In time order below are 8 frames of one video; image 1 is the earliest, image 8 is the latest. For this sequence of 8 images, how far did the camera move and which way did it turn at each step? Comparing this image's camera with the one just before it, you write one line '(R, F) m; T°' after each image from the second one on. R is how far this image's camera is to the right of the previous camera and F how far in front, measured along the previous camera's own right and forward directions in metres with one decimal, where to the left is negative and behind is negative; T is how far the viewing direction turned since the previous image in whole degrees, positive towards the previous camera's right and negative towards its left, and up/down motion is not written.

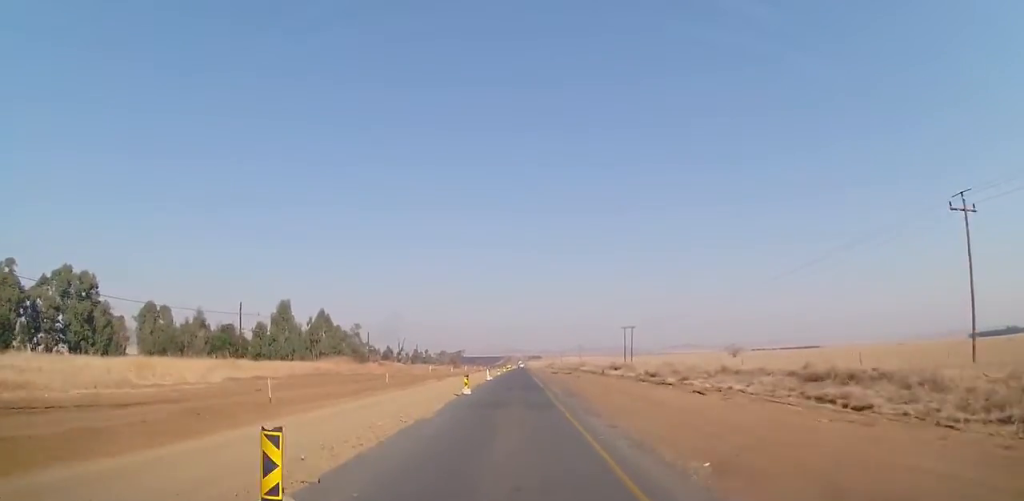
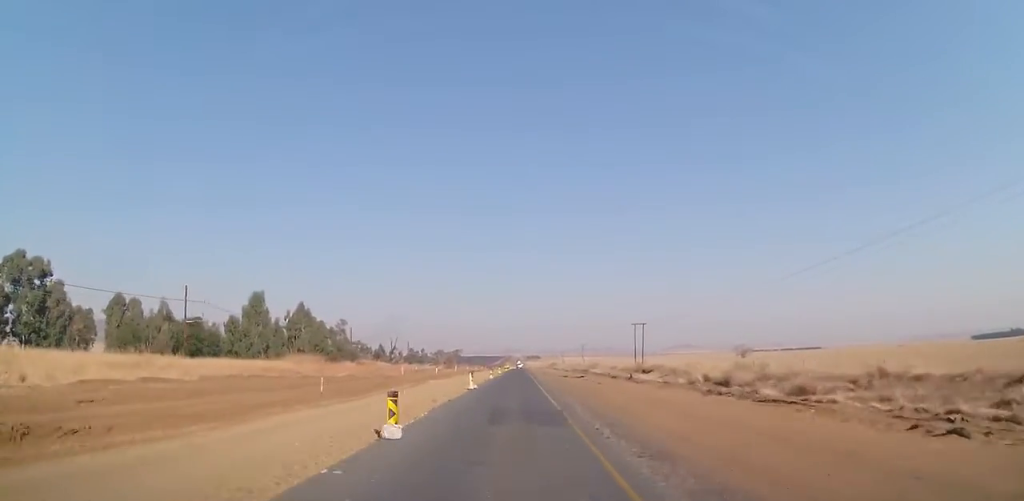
(0.0, +13.8) m; 0°
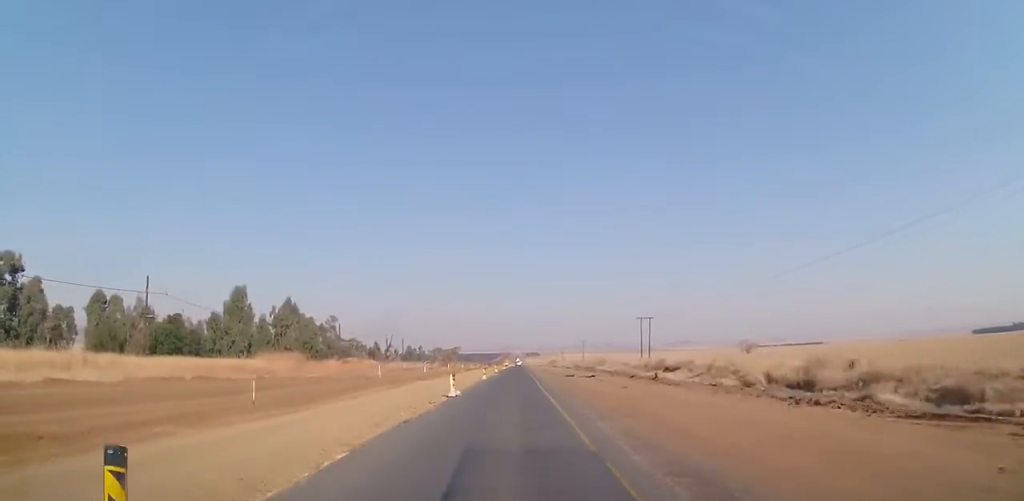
(0.0, +7.5) m; 0°
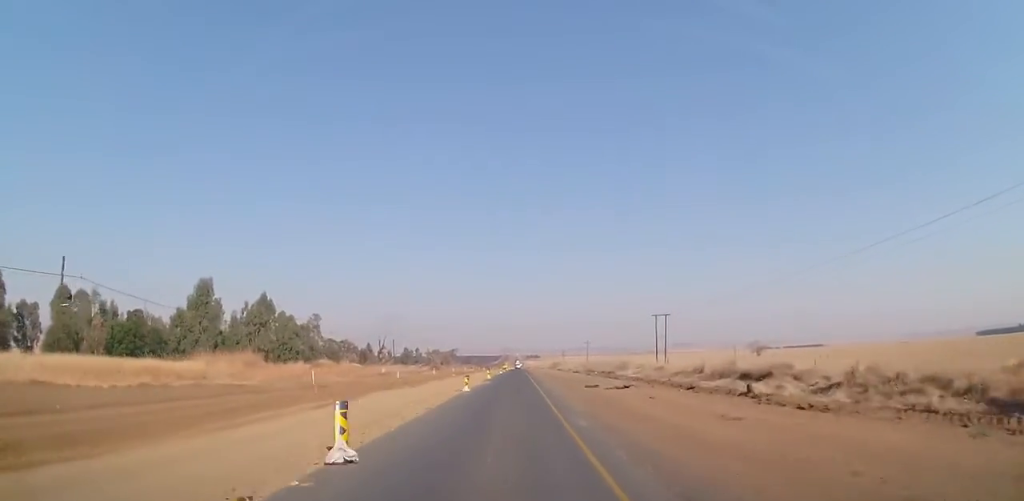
(-0.1, +13.2) m; 0°
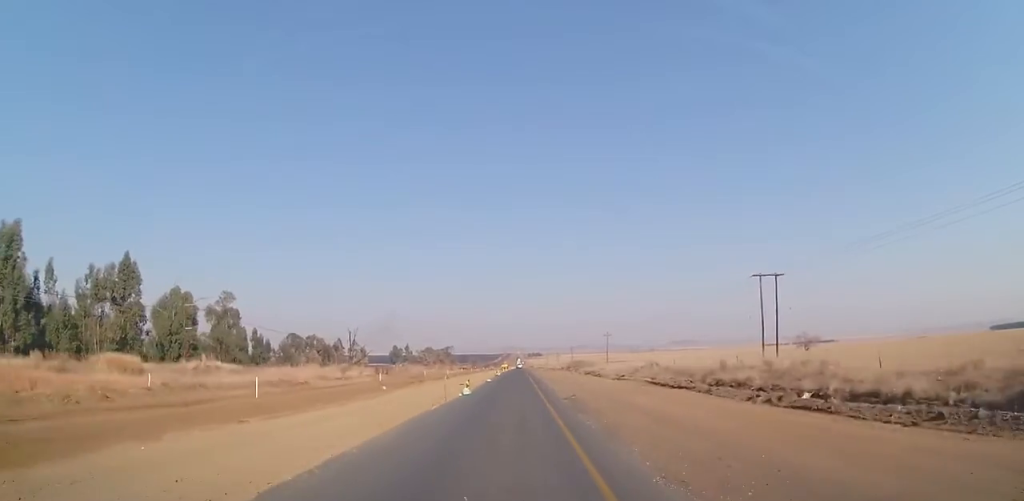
(+0.5, +46.6) m; +1°
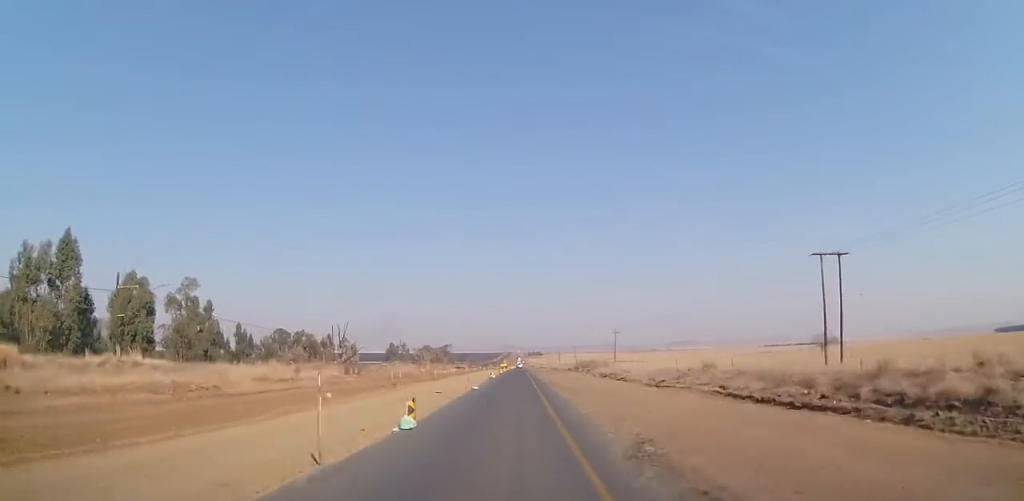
(+0.1, +12.8) m; 0°
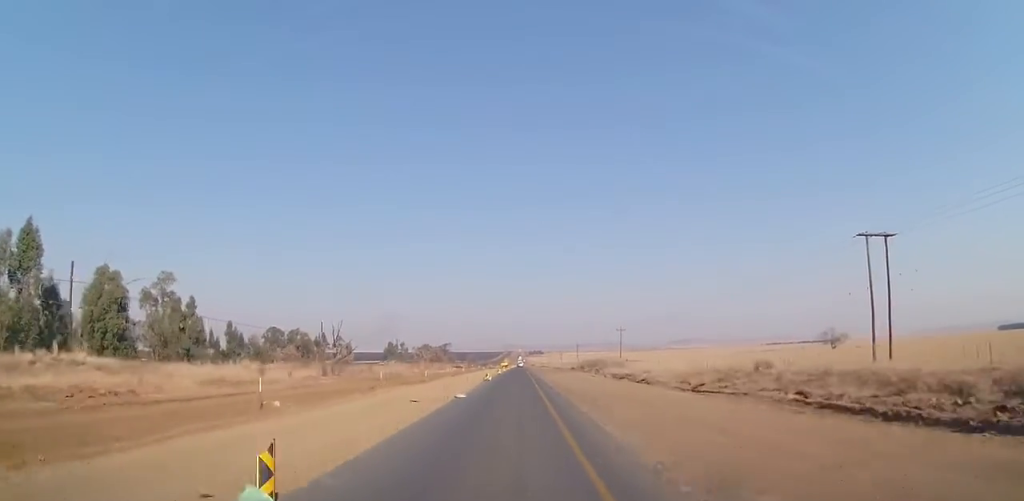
(0.0, +7.0) m; 0°
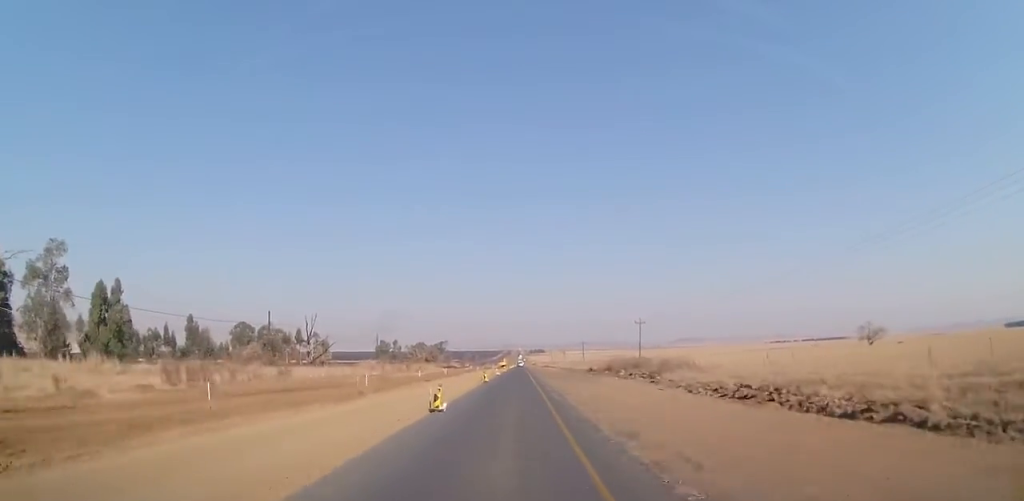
(+0.3, +23.8) m; 0°
